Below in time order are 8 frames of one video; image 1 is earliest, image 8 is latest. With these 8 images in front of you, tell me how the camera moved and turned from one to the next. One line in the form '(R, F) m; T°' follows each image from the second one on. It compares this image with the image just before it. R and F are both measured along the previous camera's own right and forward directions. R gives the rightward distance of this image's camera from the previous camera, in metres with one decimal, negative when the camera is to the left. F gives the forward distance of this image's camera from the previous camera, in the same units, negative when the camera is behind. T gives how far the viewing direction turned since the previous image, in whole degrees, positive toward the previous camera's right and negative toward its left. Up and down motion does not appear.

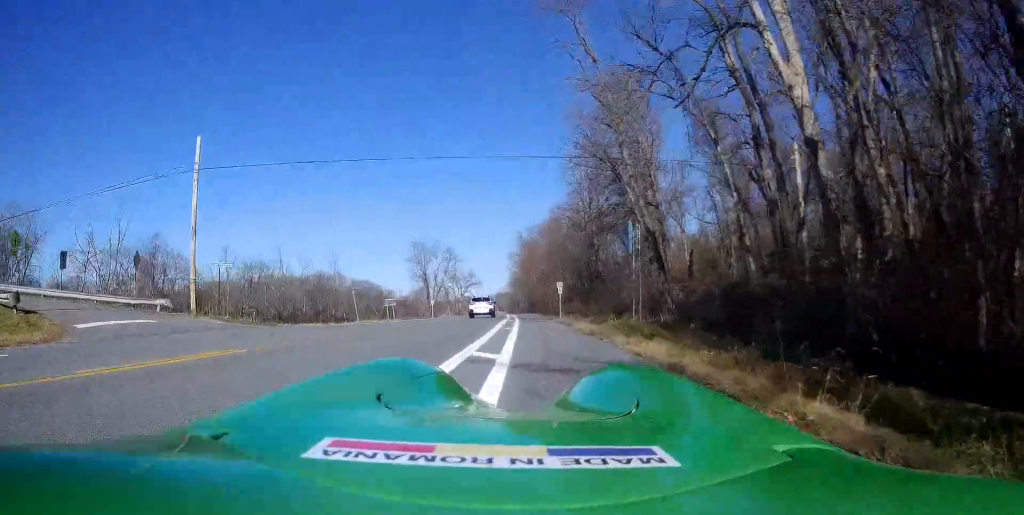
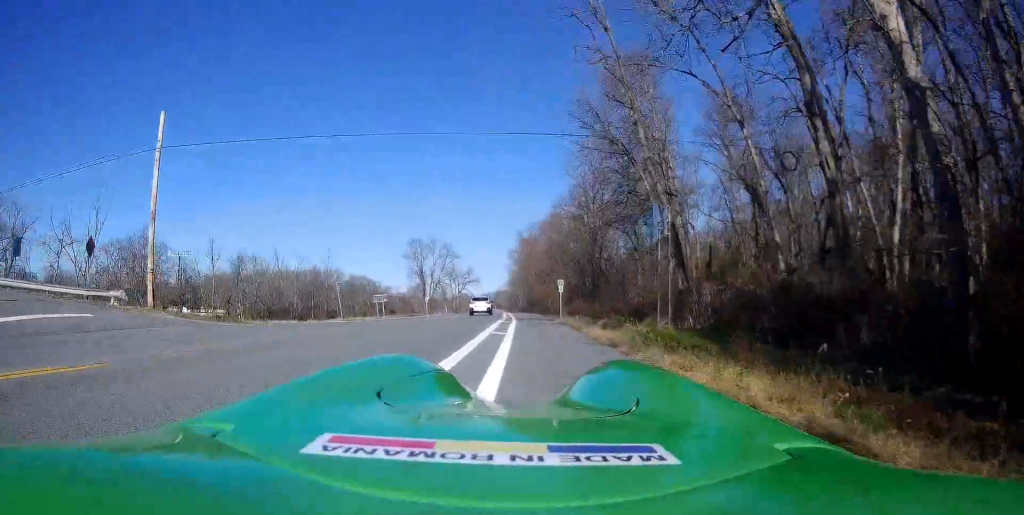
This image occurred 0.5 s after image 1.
(-0.1, +3.4) m; +1°
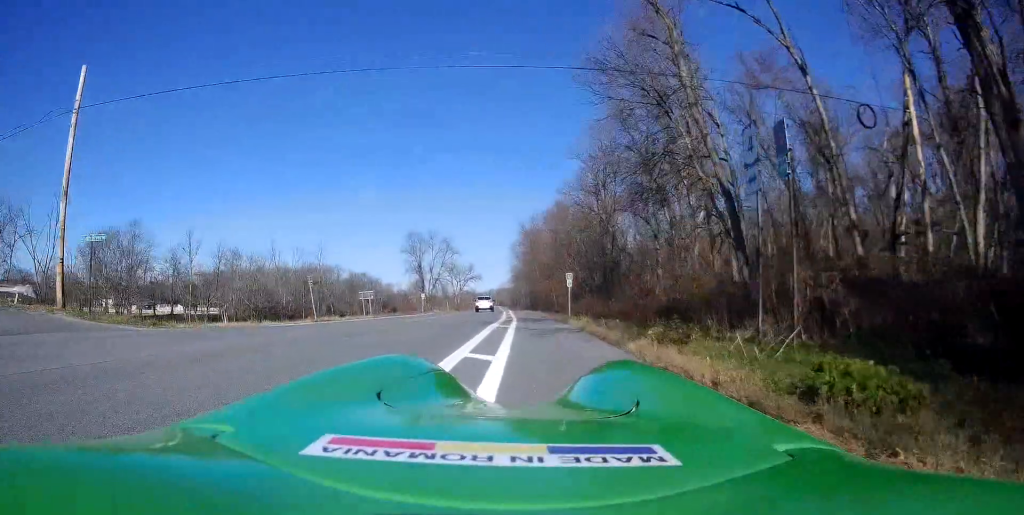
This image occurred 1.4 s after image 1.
(+0.4, +6.0) m; 0°
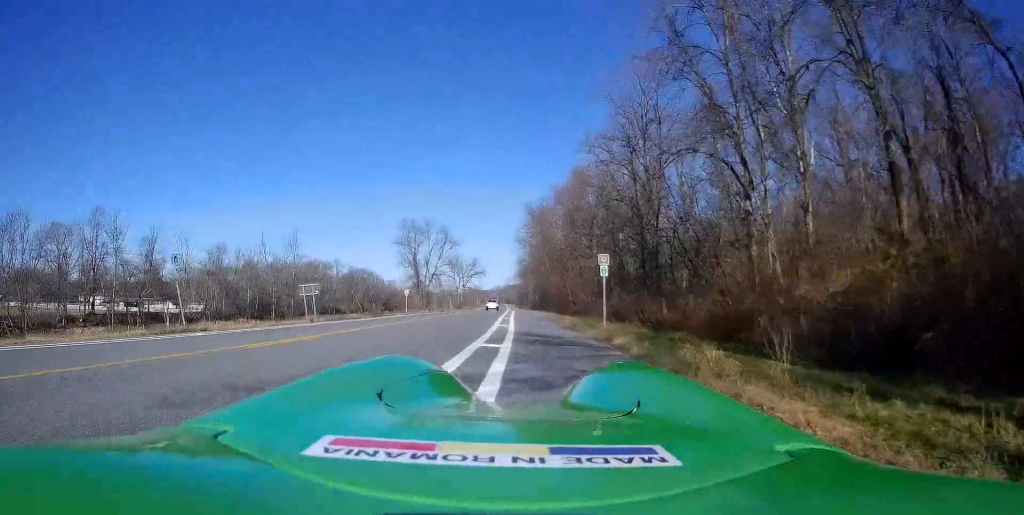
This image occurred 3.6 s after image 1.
(-0.2, +15.5) m; -4°
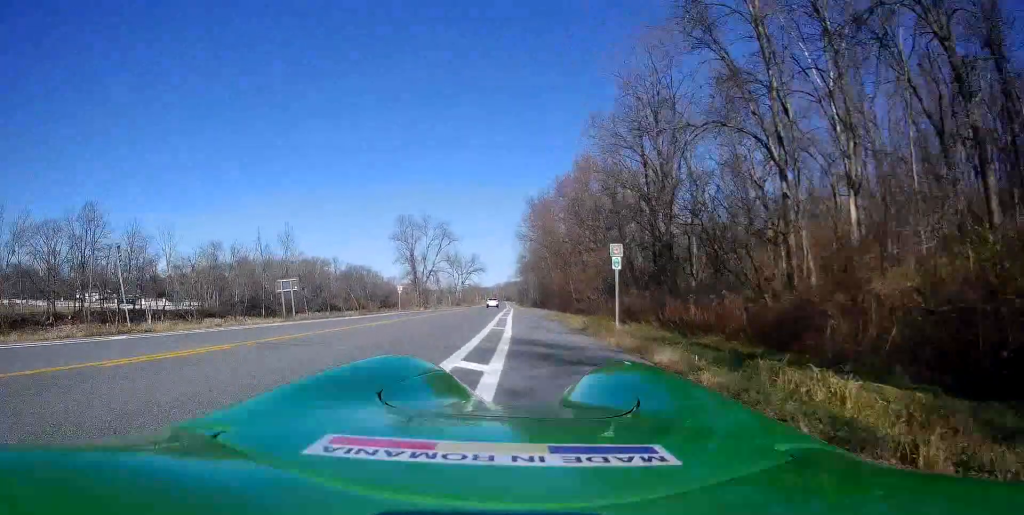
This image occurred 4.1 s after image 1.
(-0.4, +3.5) m; -1°
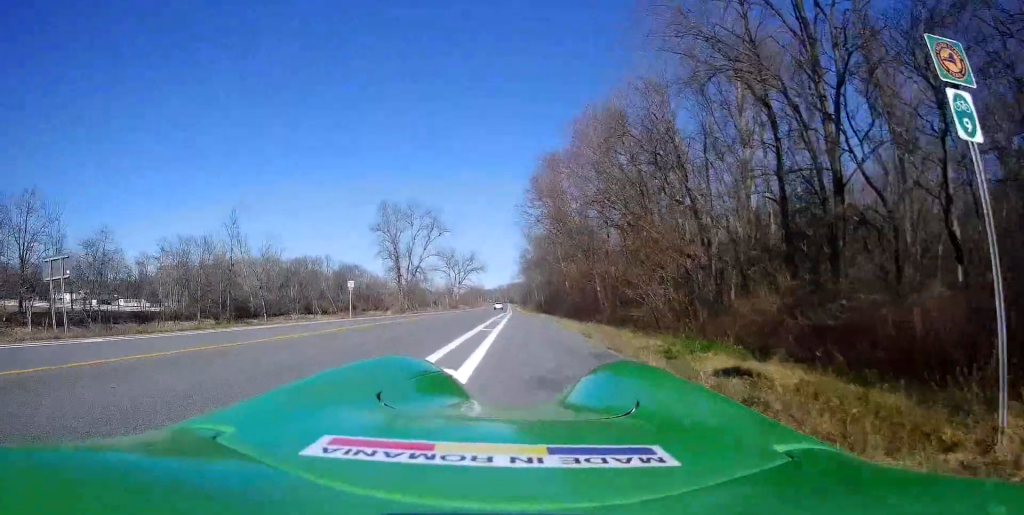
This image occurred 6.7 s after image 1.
(+0.4, +19.0) m; +1°
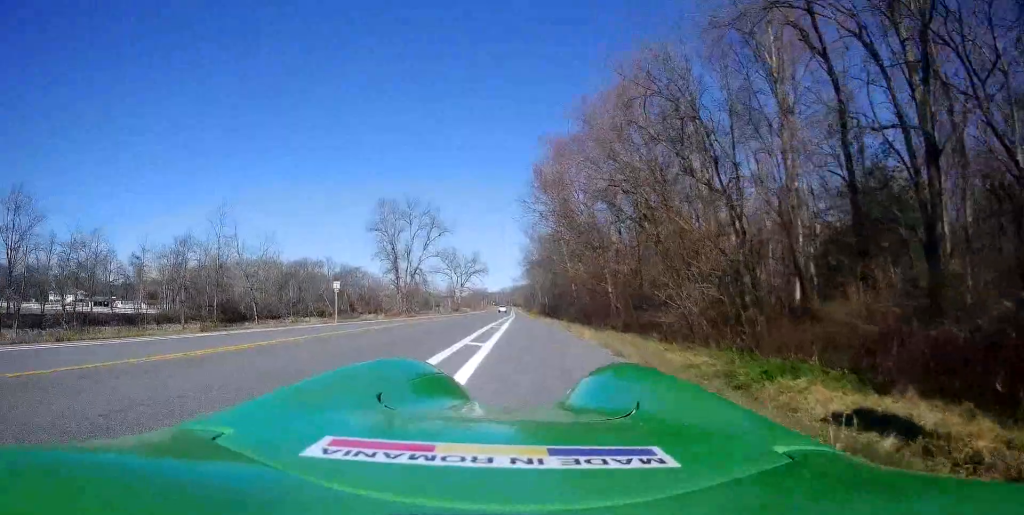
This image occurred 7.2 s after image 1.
(0.0, +4.4) m; -2°
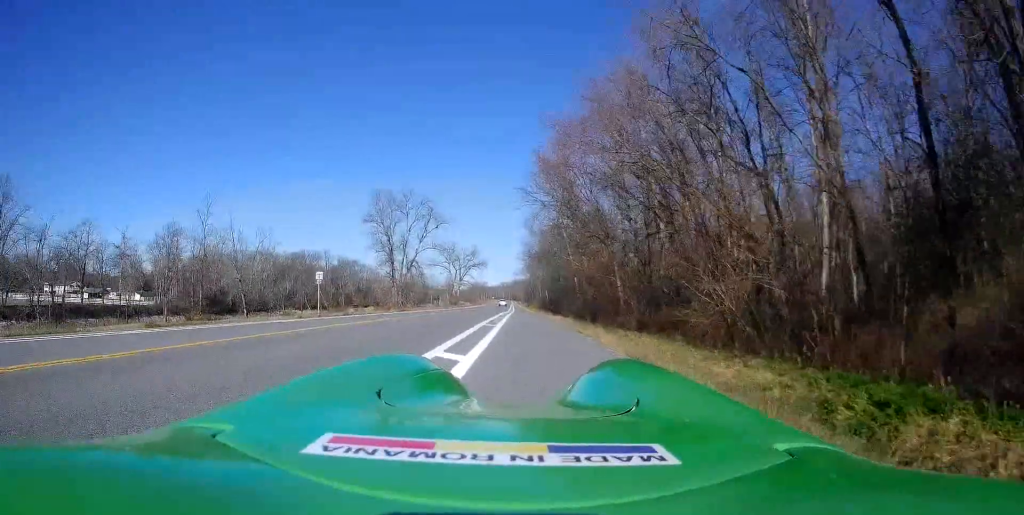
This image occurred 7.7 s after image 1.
(-0.1, +3.5) m; -1°
